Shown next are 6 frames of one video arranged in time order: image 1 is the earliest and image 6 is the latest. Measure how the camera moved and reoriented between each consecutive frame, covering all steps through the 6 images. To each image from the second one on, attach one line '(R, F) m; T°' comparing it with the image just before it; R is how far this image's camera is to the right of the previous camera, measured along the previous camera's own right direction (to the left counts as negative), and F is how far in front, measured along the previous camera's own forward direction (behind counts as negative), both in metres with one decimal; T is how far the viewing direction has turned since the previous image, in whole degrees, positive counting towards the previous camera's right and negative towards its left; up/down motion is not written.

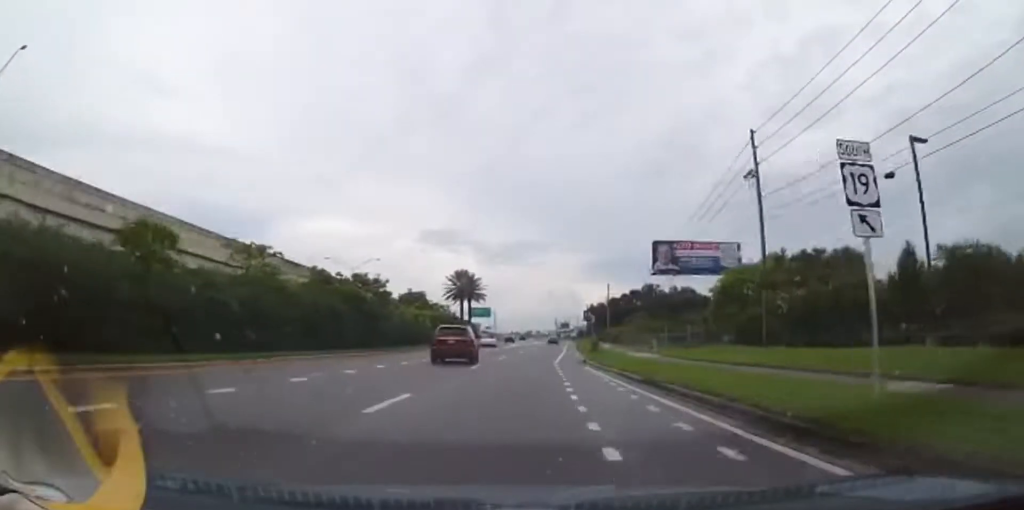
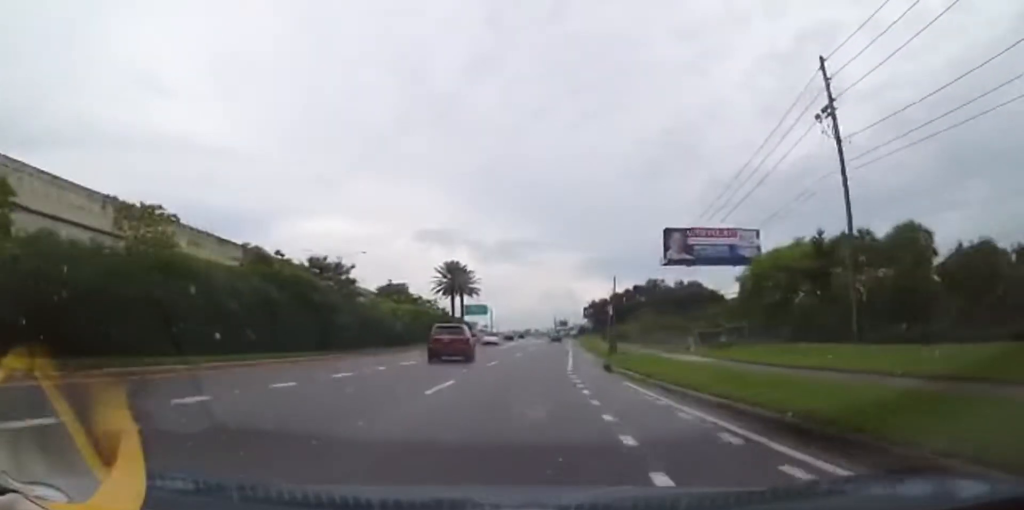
(+0.1, +8.5) m; -1°
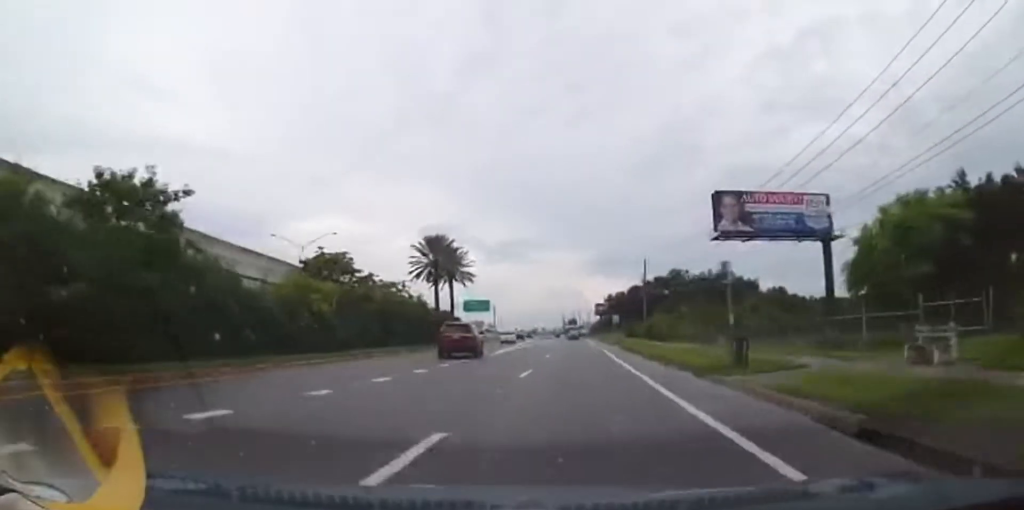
(-0.7, +19.5) m; -3°
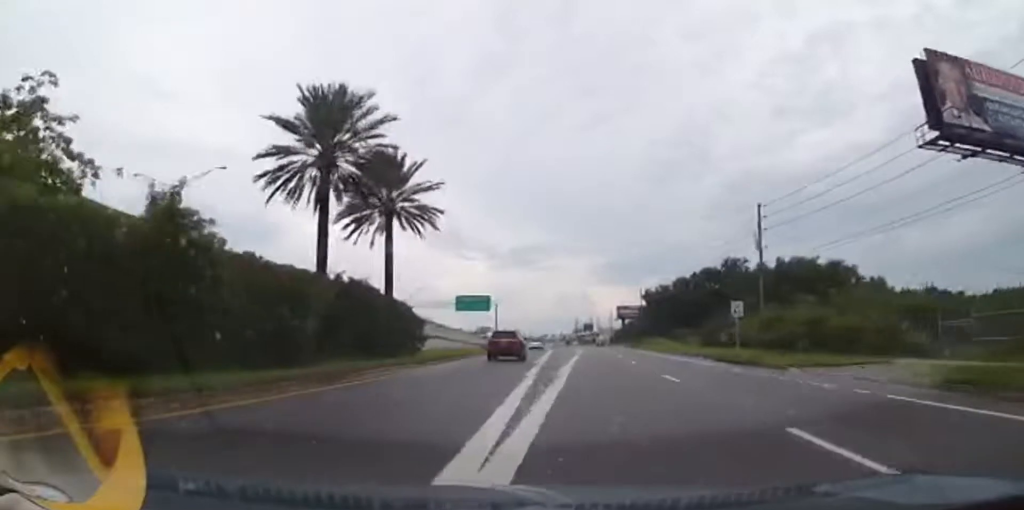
(-0.2, +37.0) m; 0°
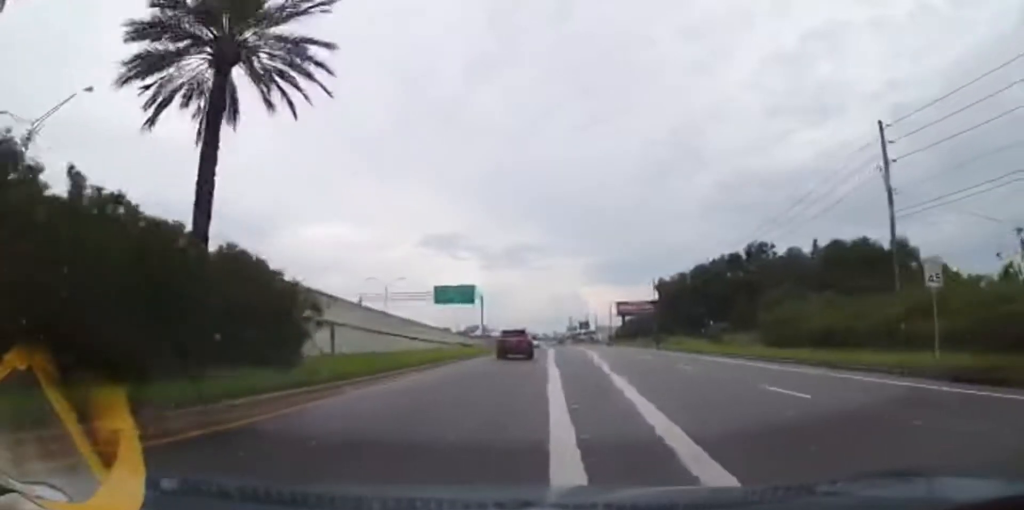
(+0.1, +18.1) m; 0°
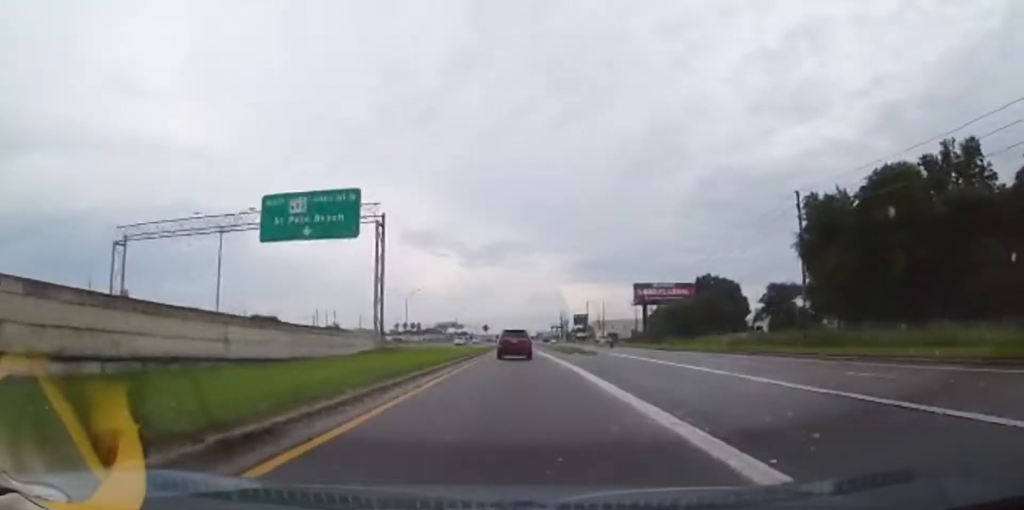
(0.0, +59.1) m; +1°
